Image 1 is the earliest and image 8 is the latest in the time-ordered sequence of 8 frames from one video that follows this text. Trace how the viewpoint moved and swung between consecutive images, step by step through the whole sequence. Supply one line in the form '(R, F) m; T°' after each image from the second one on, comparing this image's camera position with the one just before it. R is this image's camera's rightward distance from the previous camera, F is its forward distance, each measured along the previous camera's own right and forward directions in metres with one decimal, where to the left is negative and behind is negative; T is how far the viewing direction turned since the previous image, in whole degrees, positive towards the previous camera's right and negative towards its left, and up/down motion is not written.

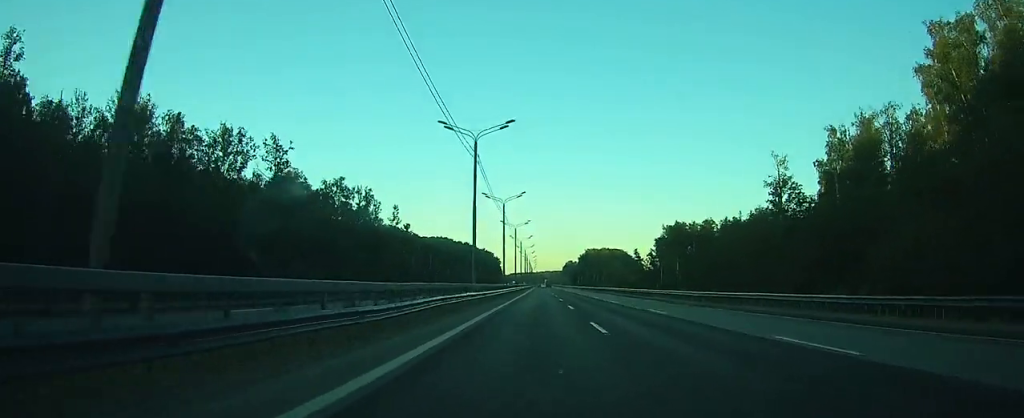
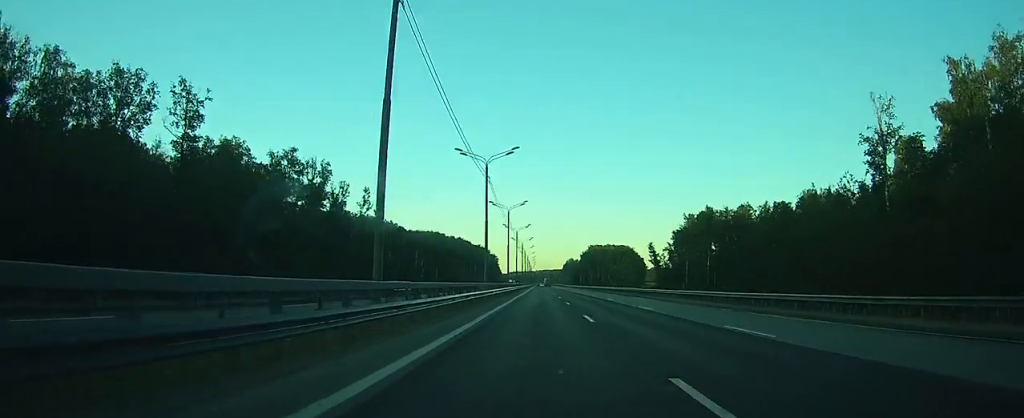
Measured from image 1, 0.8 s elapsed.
(0.0, +27.8) m; 0°
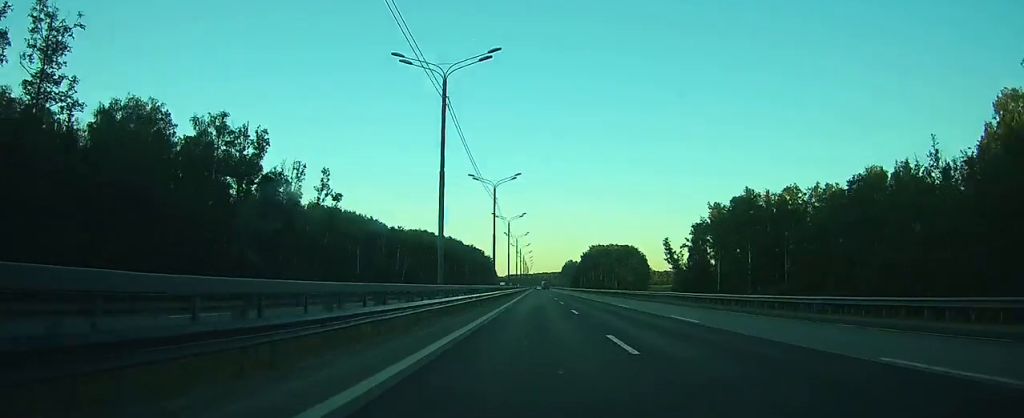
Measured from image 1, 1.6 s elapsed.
(+0.1, +25.4) m; 0°
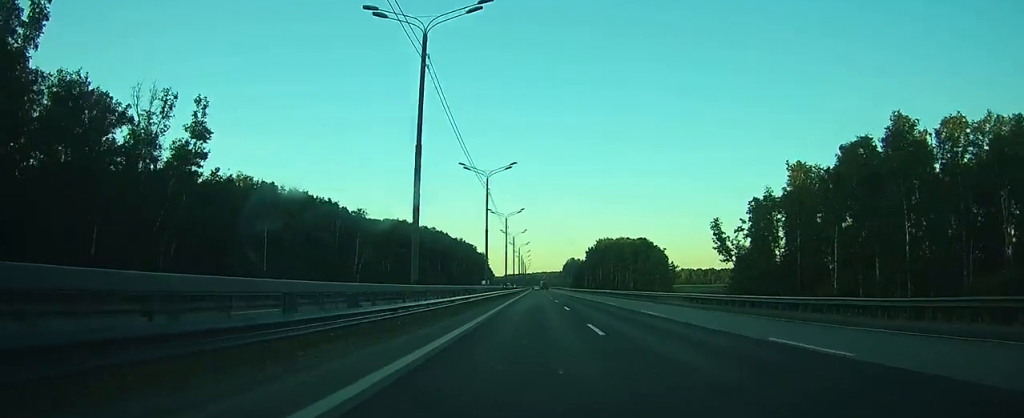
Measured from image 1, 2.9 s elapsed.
(+0.1, +43.6) m; 0°
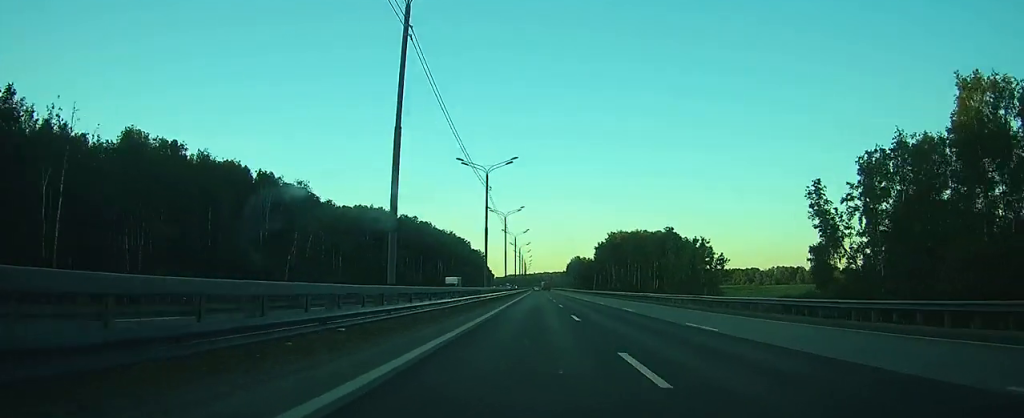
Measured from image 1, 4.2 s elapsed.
(0.0, +40.2) m; 0°
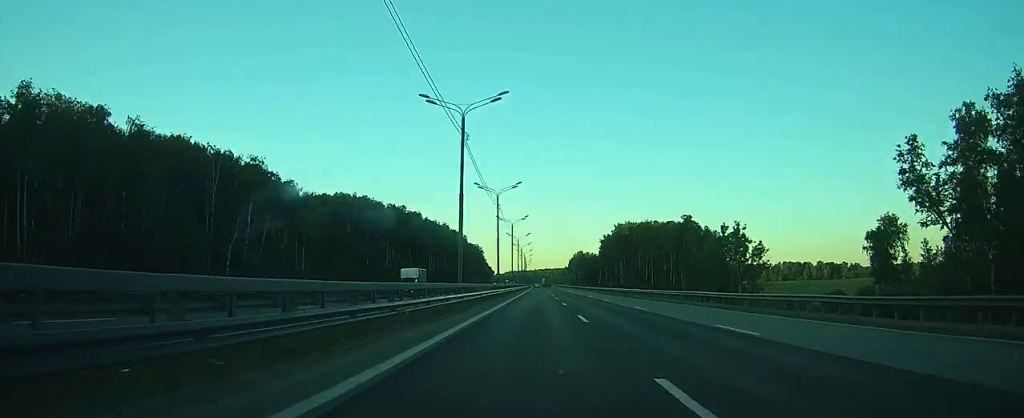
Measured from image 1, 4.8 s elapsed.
(+0.1, +19.6) m; 0°
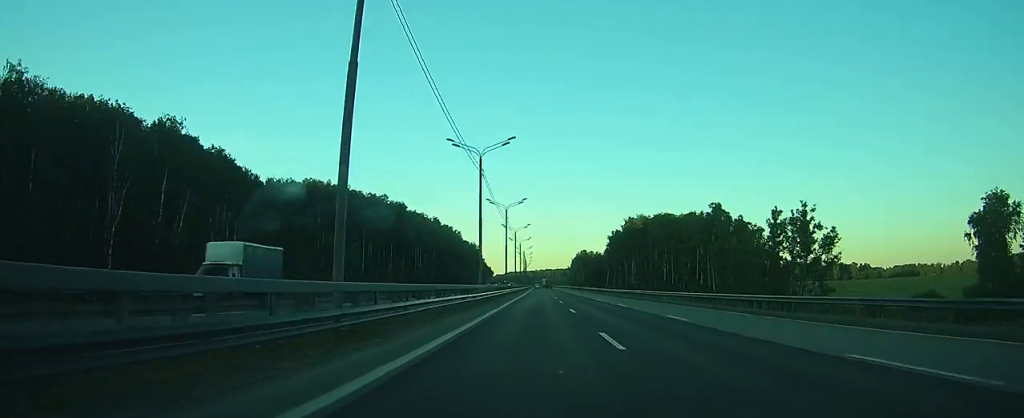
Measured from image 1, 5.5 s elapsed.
(0.0, +24.0) m; 0°
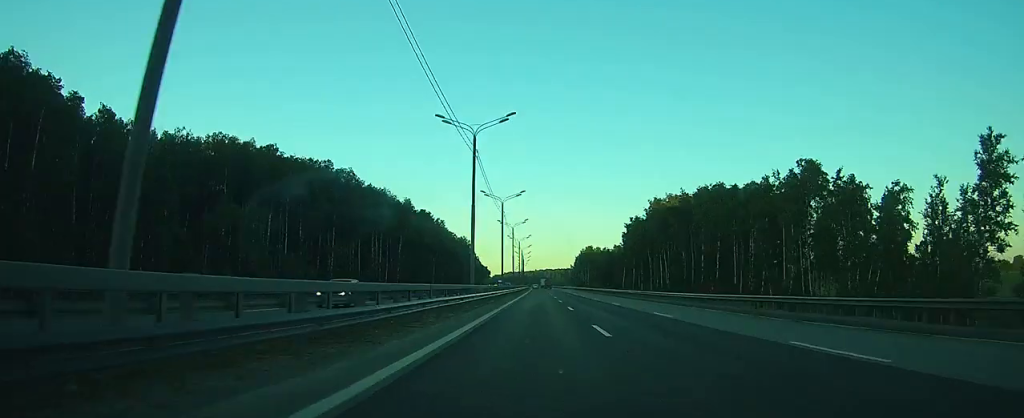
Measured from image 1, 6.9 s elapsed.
(0.0, +44.8) m; 0°
